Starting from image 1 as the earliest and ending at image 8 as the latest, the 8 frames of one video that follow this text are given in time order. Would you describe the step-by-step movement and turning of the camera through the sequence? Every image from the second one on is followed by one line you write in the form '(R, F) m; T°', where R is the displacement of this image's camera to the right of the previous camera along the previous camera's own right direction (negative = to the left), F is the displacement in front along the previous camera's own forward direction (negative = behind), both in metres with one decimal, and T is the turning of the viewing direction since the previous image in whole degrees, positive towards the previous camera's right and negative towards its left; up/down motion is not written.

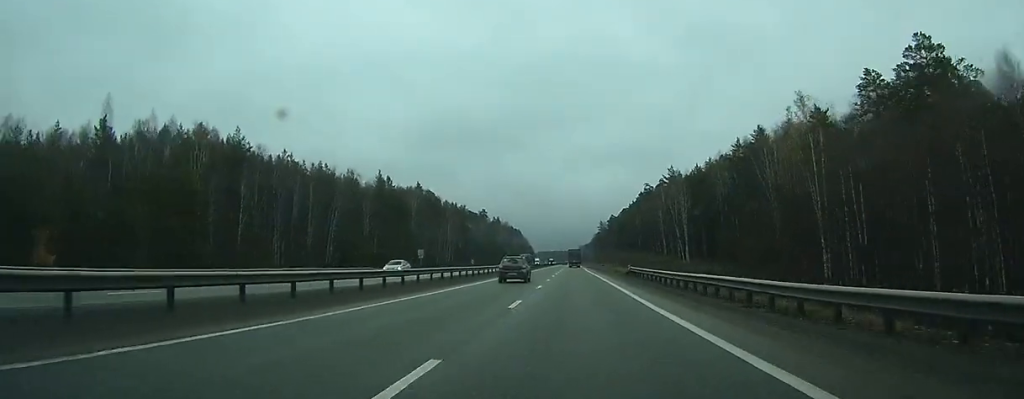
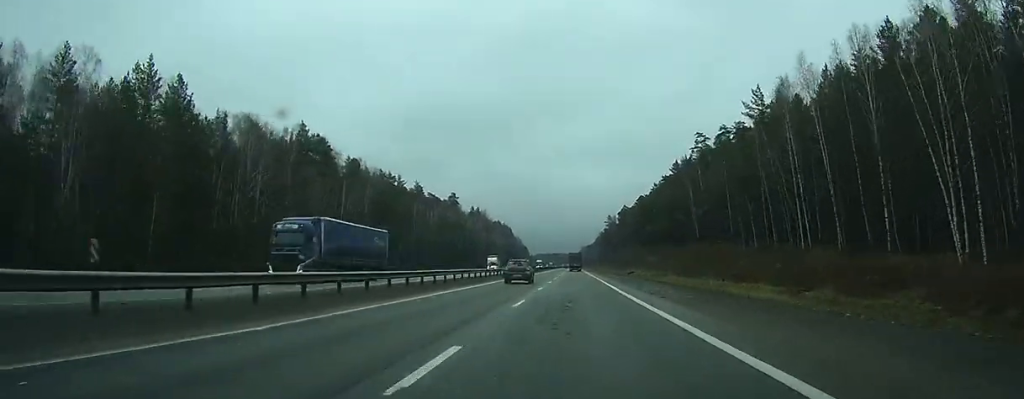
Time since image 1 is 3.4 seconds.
(+3.6, +92.3) m; +4°
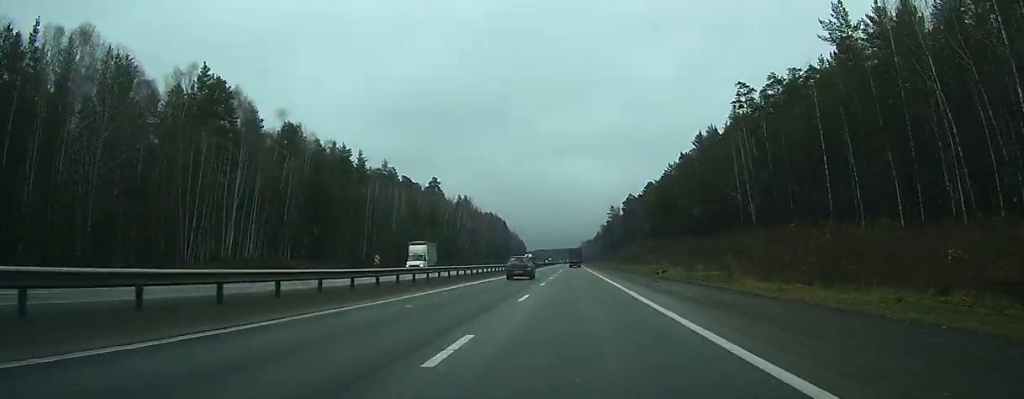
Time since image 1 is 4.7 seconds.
(0.0, +34.6) m; 0°
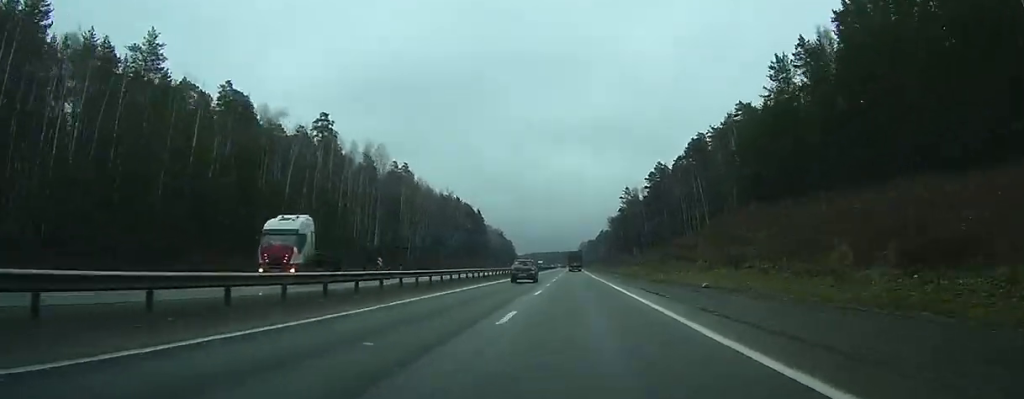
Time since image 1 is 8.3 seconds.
(-0.1, +100.9) m; 0°
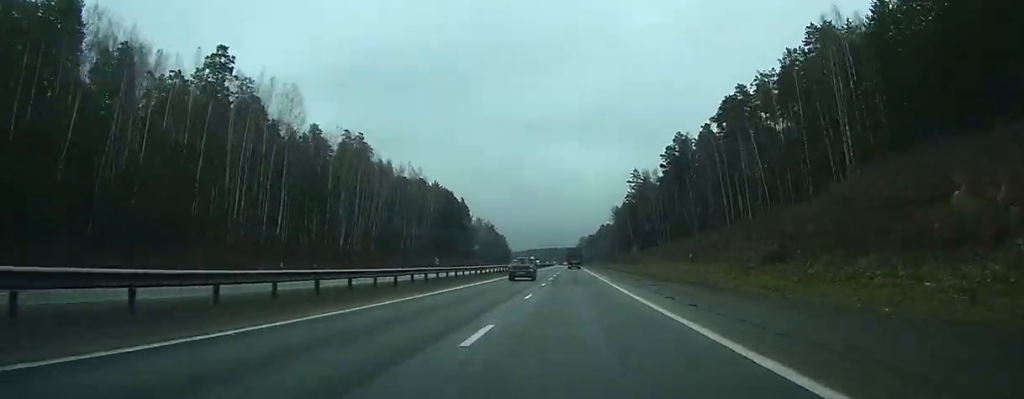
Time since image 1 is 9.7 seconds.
(-0.1, +38.7) m; 0°
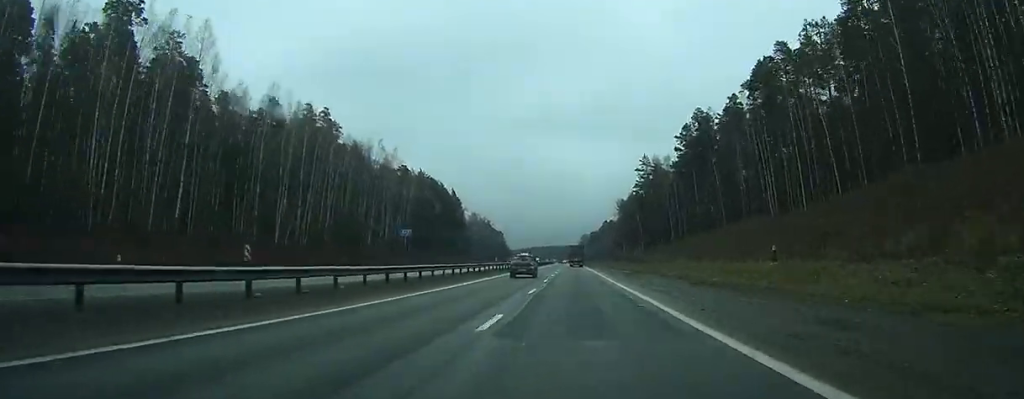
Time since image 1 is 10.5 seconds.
(0.0, +22.1) m; 0°
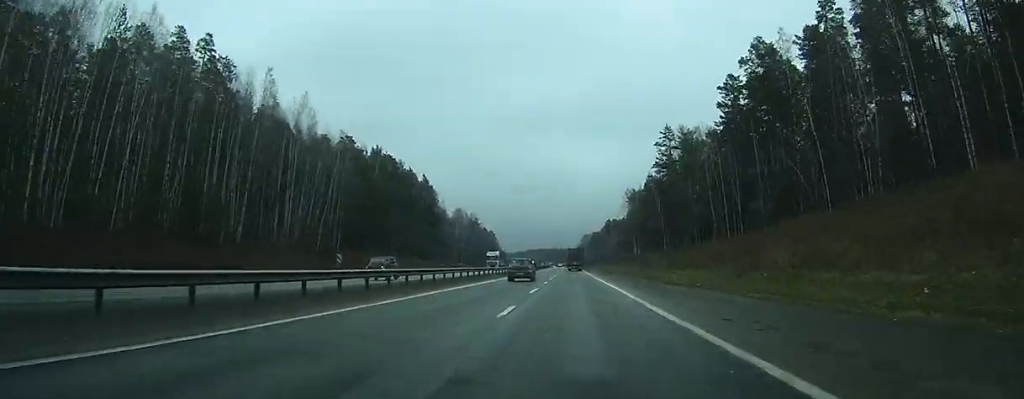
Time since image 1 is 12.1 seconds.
(-0.2, +44.0) m; 0°
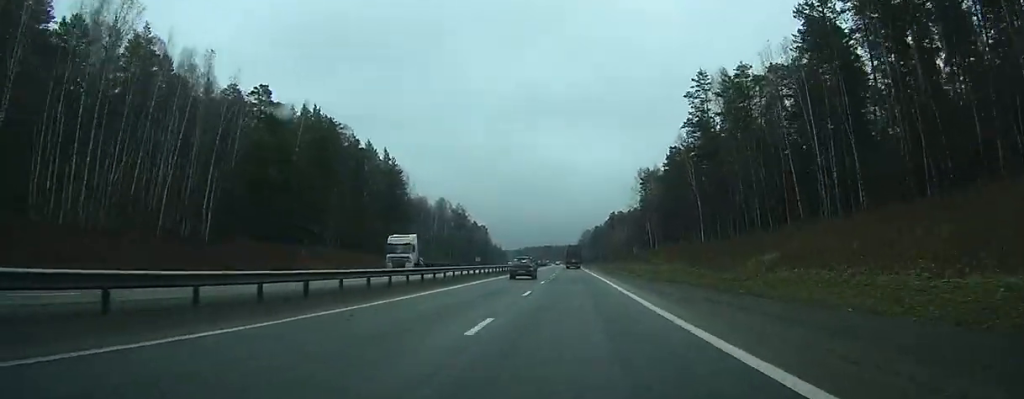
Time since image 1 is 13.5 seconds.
(+0.1, +38.6) m; 0°
